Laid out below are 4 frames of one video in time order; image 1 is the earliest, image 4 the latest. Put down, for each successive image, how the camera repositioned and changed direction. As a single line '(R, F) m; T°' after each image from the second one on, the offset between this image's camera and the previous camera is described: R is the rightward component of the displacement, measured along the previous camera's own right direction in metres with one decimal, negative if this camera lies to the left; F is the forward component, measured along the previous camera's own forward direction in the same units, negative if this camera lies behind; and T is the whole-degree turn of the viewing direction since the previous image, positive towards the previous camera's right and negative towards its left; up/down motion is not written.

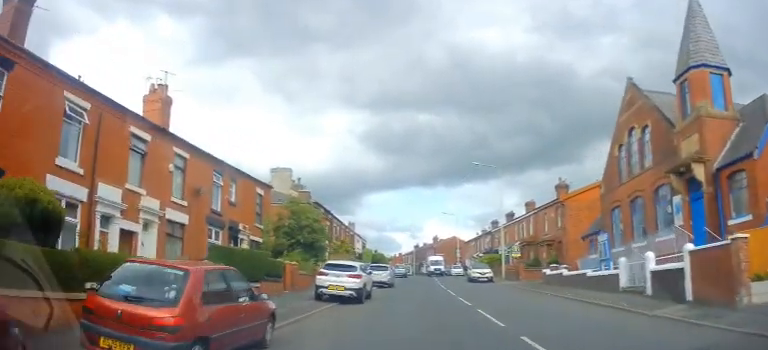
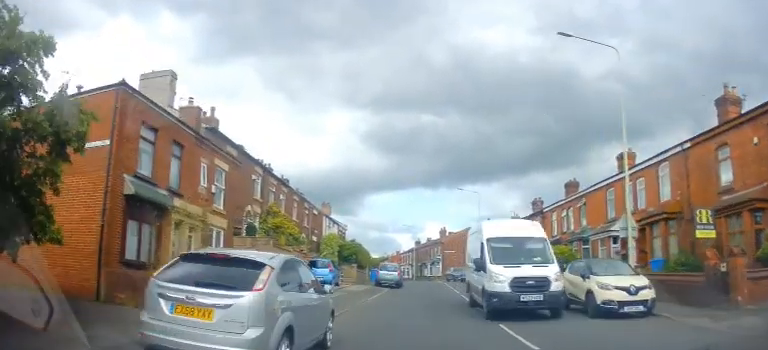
(+0.2, +25.0) m; +1°
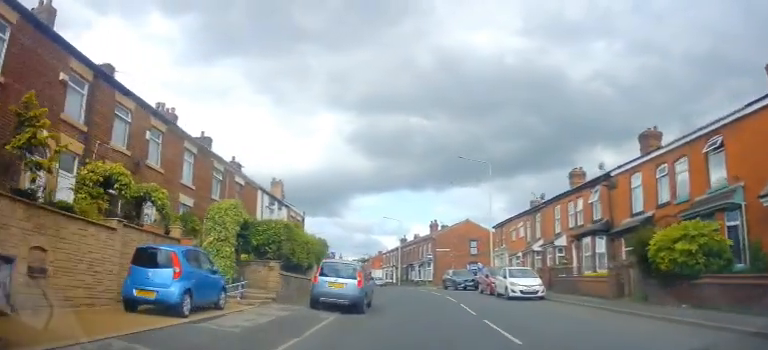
(+0.7, +16.1) m; +1°
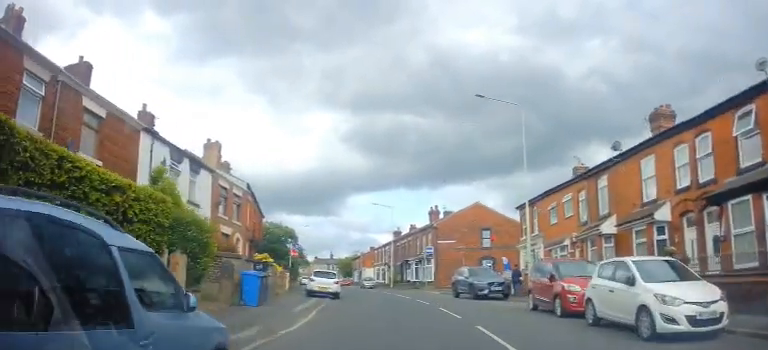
(-0.7, +13.3) m; -2°
